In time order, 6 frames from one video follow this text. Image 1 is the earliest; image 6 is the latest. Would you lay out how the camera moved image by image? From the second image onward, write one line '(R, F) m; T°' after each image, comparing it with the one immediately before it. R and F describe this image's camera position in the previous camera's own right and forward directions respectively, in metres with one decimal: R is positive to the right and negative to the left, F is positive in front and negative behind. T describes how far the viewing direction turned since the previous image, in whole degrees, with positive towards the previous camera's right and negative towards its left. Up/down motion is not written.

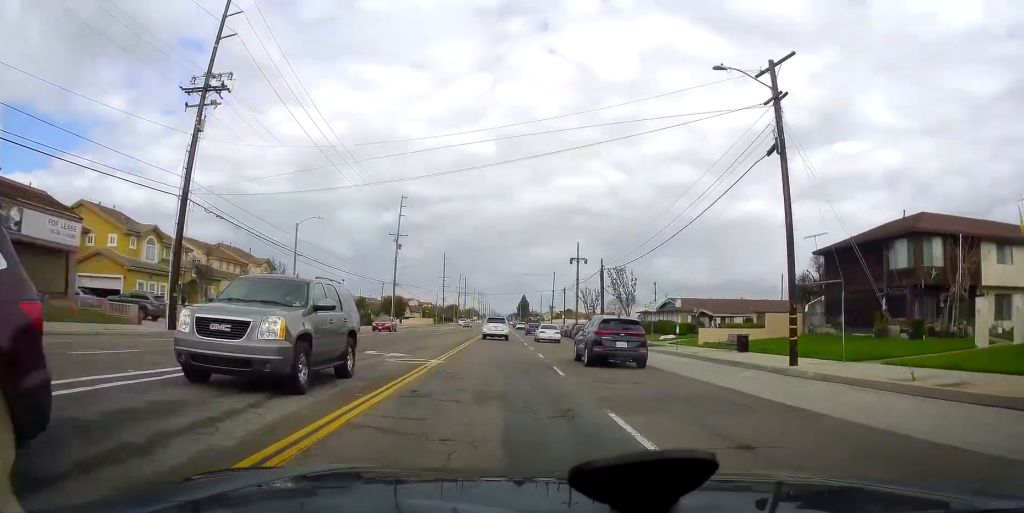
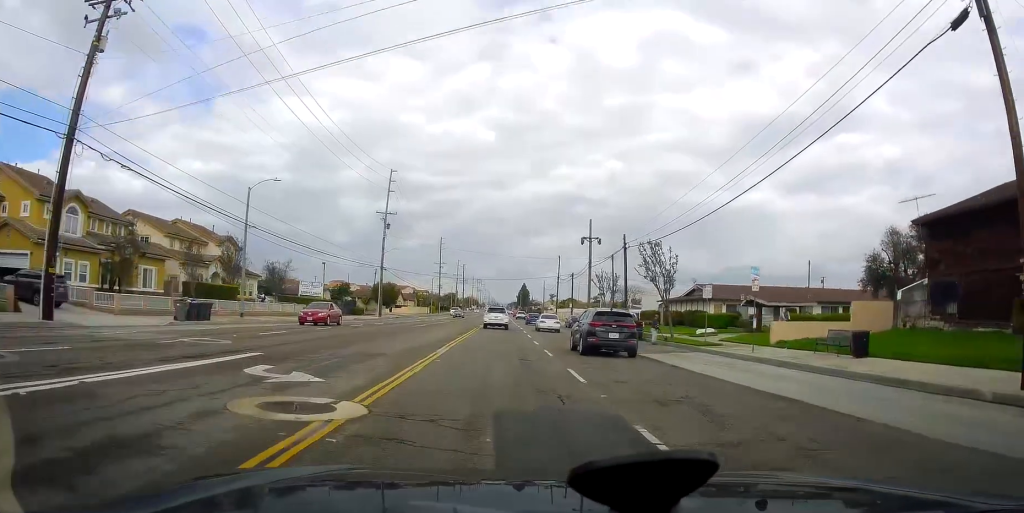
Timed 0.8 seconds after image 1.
(0.0, +10.6) m; +1°
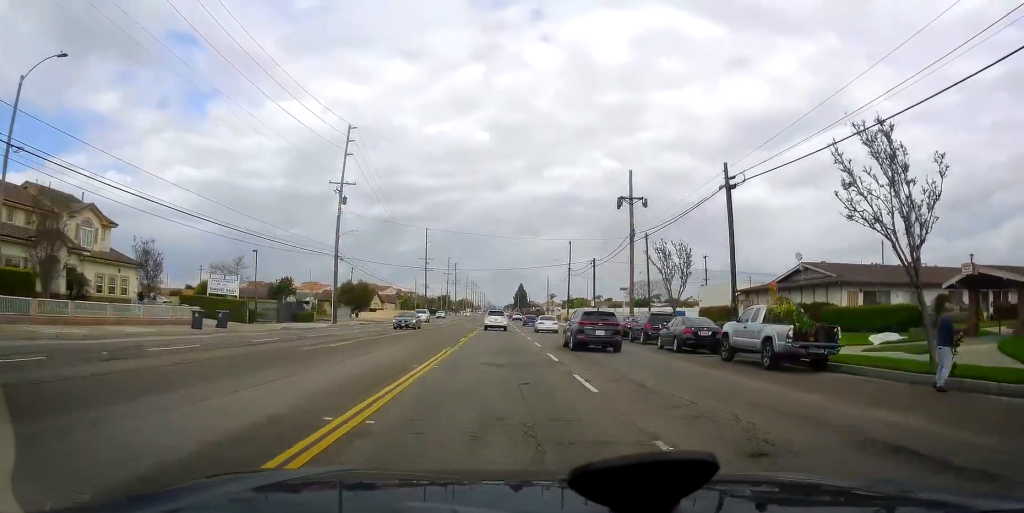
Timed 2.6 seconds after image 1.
(+0.5, +23.0) m; +1°
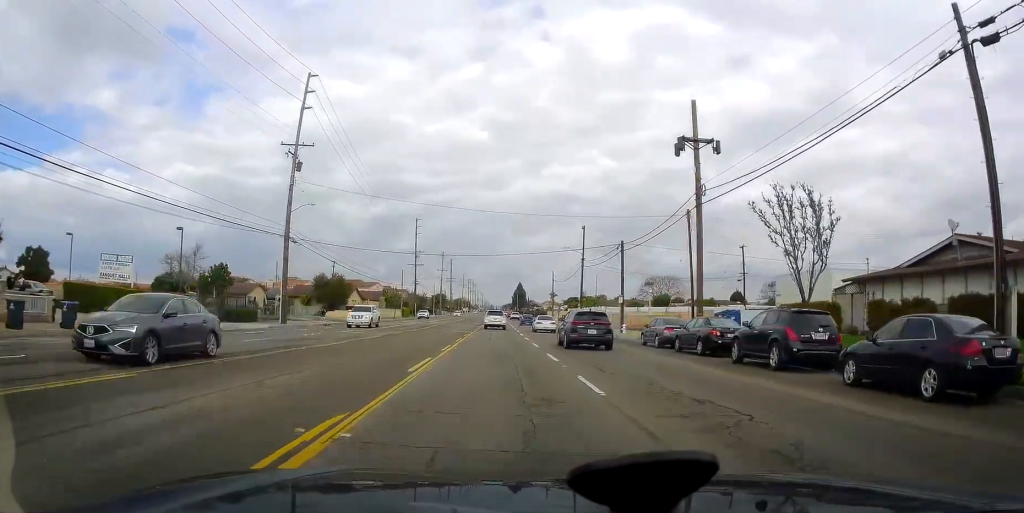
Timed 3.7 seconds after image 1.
(-0.3, +15.2) m; -3°
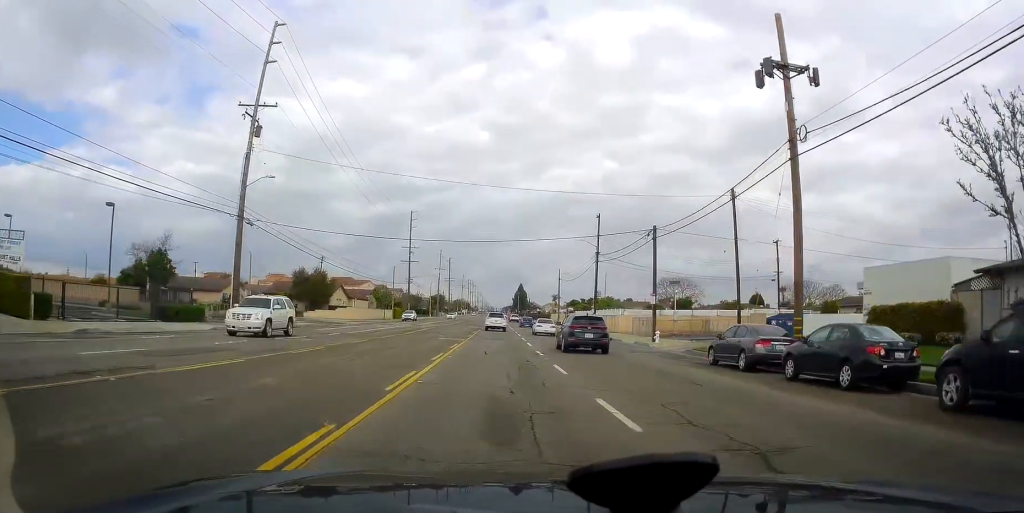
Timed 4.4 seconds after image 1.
(-0.6, +9.8) m; 0°
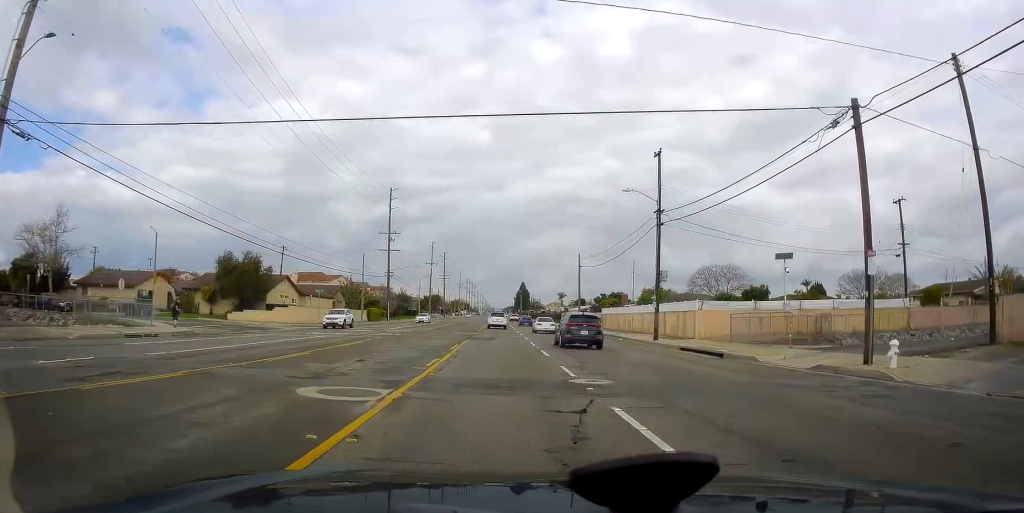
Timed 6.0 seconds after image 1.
(+1.4, +23.8) m; +4°
